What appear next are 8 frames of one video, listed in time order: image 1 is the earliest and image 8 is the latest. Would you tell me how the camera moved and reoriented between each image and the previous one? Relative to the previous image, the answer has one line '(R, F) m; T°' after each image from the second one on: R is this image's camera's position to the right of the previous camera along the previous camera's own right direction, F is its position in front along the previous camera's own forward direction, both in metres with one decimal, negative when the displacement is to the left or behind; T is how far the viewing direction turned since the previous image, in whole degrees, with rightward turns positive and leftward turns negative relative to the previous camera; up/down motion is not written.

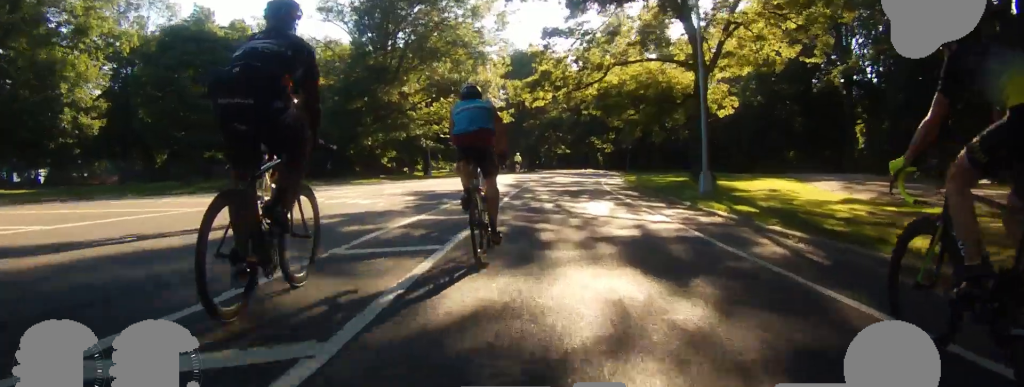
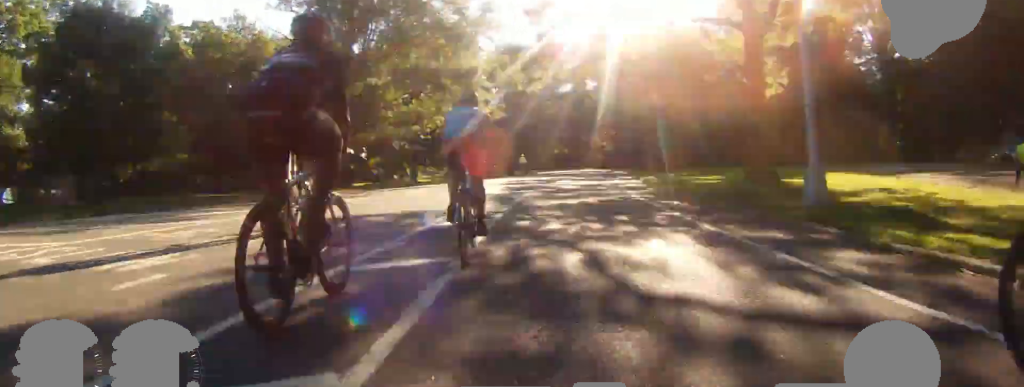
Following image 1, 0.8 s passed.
(0.0, +7.2) m; 0°
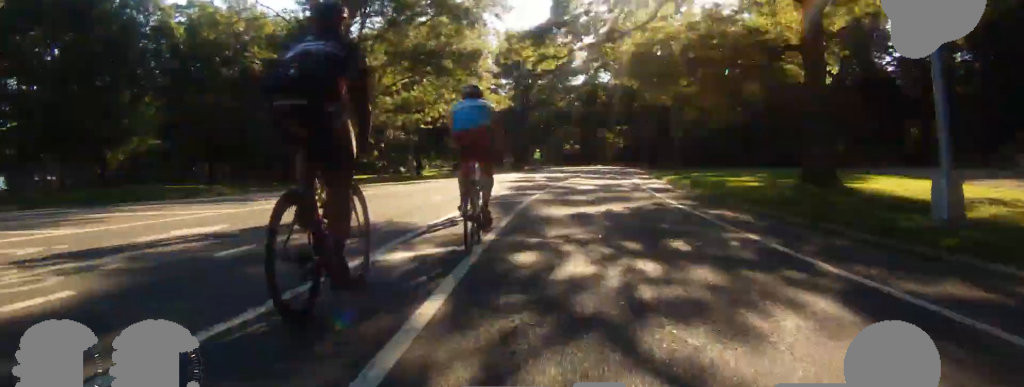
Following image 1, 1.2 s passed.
(0.0, +3.6) m; 0°
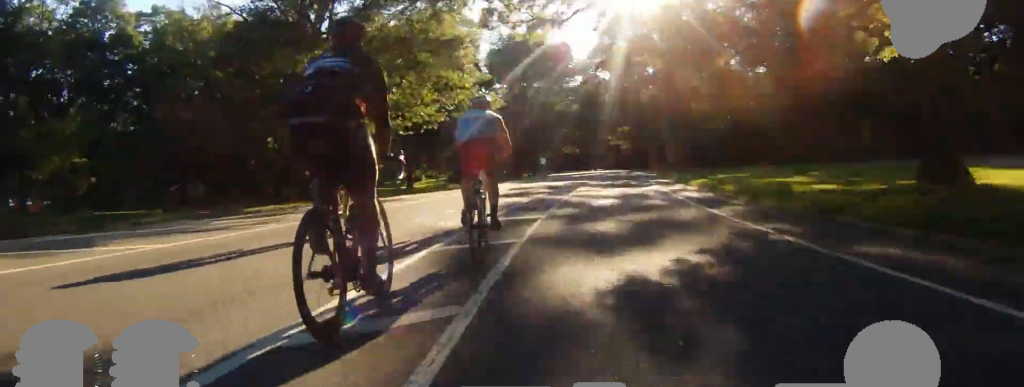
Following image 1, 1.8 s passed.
(0.0, +5.5) m; 0°
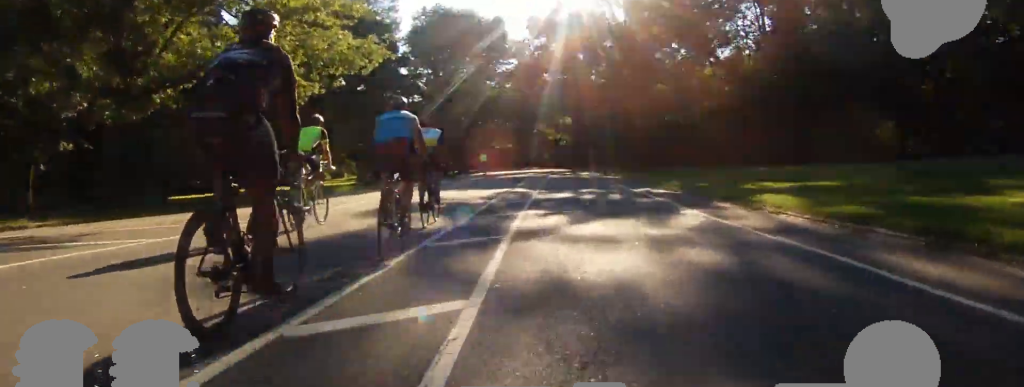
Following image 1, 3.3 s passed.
(0.0, +13.6) m; +5°
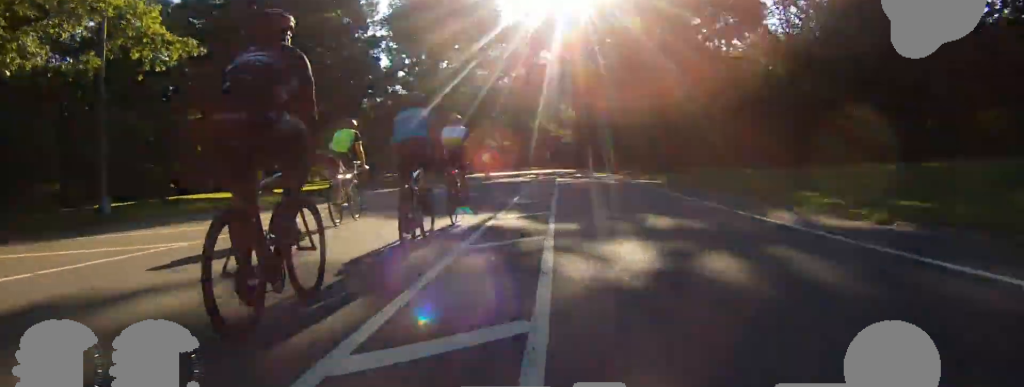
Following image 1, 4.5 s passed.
(+0.9, +11.3) m; +7°
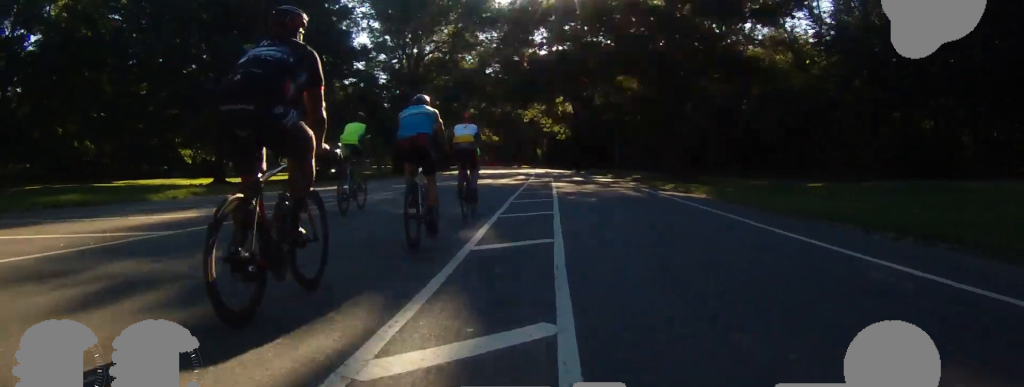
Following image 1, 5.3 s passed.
(0.0, +7.6) m; 0°
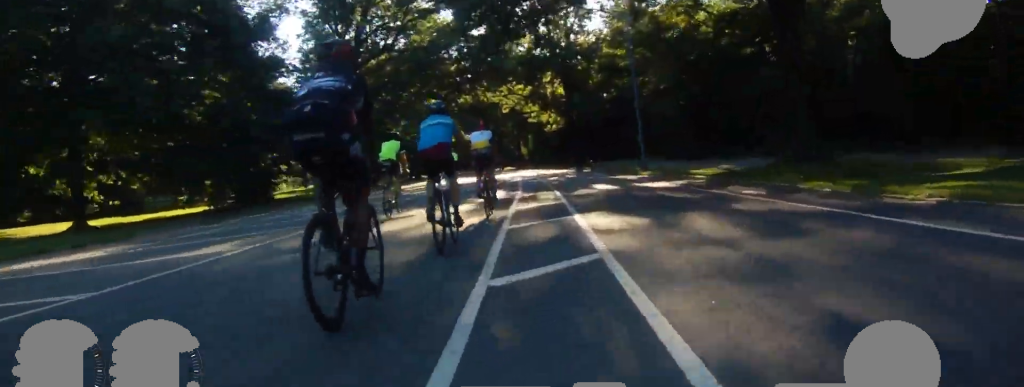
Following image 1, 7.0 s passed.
(-0.5, +16.4) m; 0°
